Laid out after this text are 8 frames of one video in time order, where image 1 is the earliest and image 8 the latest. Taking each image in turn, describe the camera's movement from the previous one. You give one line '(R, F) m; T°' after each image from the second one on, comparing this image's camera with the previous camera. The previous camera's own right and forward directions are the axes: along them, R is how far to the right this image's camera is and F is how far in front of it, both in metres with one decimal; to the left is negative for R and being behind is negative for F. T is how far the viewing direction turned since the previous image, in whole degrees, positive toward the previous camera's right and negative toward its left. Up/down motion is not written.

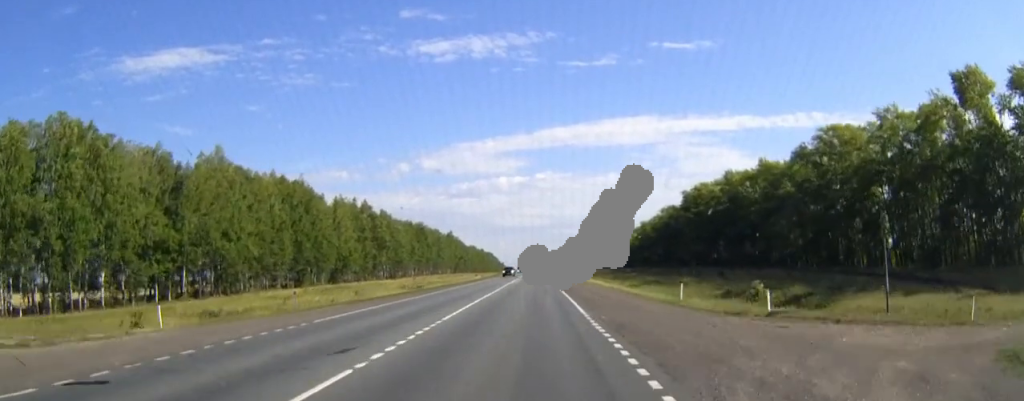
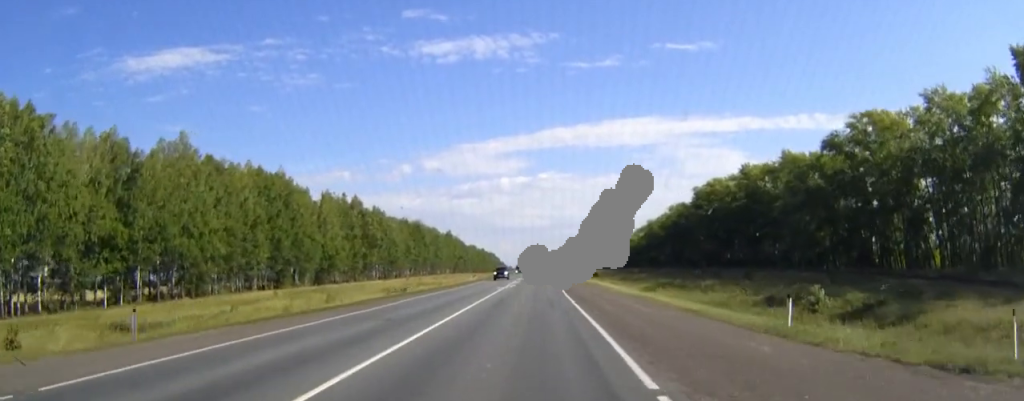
(0.0, +12.6) m; 0°
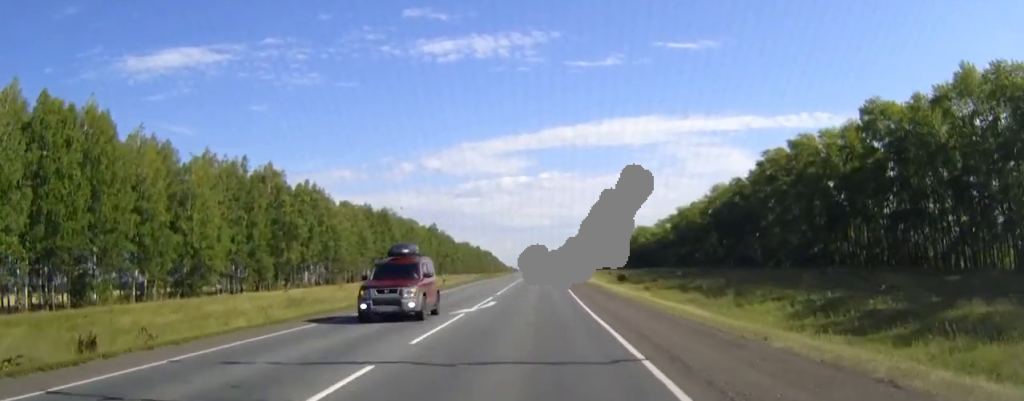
(-0.2, +62.2) m; 0°
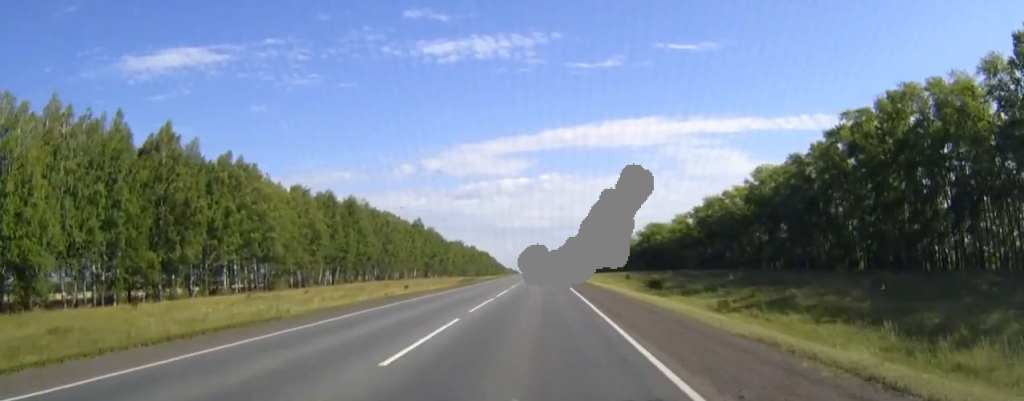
(0.0, +38.9) m; 0°
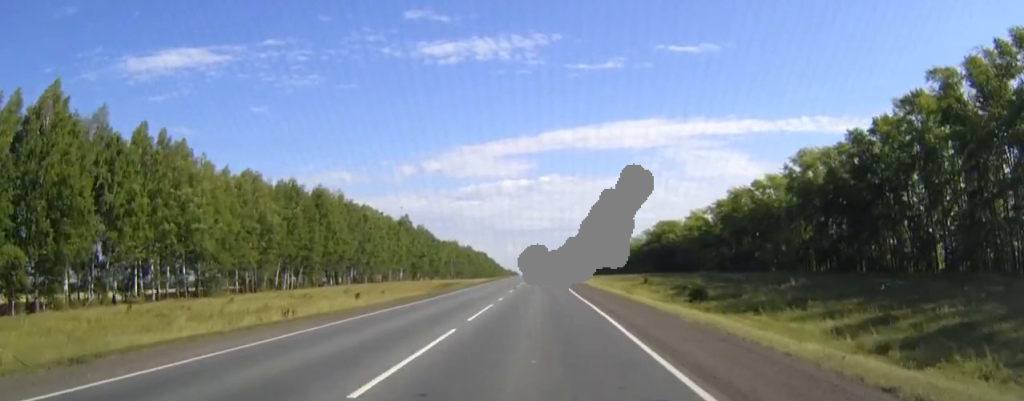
(0.0, +26.3) m; 0°
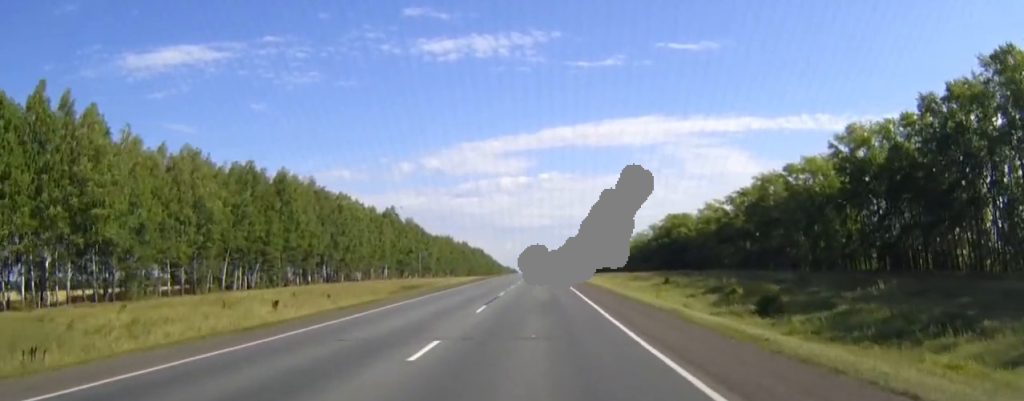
(0.0, +22.3) m; 0°
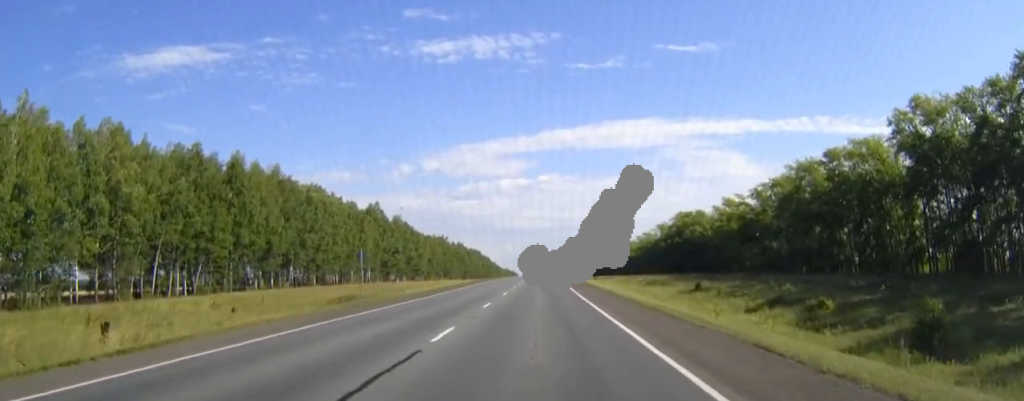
(0.0, +21.3) m; 0°
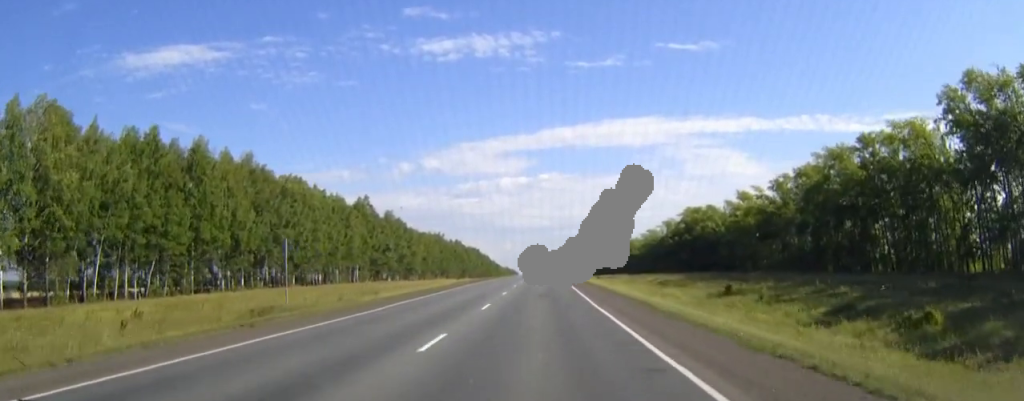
(0.0, +13.5) m; 0°
